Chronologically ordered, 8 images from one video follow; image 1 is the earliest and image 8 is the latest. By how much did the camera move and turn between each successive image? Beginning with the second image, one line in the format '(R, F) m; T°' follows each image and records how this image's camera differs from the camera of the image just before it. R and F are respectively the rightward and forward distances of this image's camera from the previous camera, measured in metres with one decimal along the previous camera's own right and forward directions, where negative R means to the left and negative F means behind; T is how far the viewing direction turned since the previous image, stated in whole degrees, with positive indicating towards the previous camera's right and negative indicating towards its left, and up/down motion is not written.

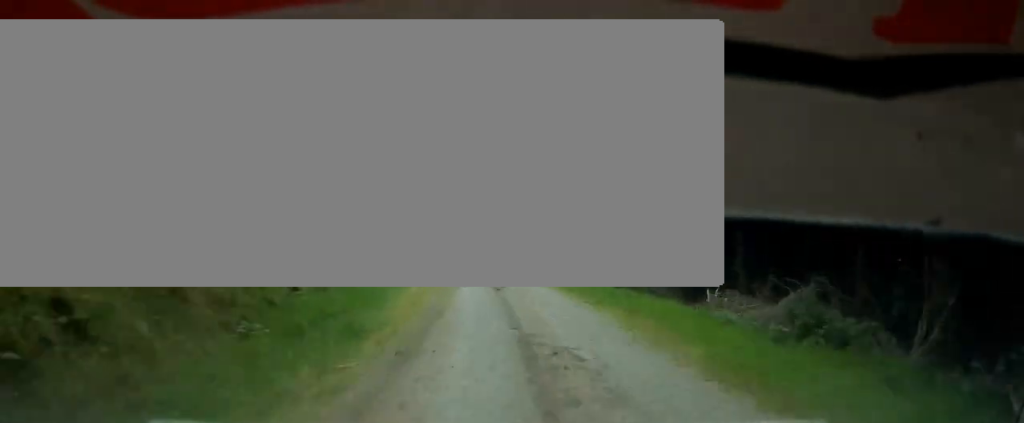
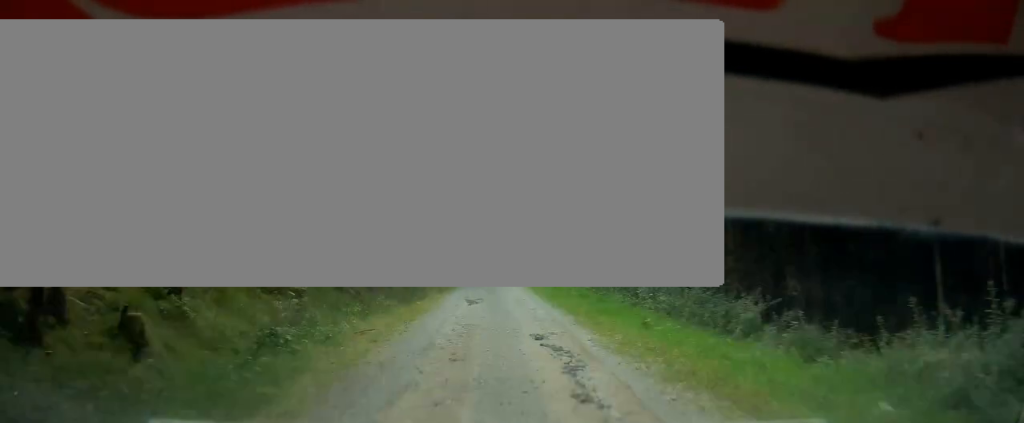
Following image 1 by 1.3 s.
(-0.5, +53.6) m; -2°
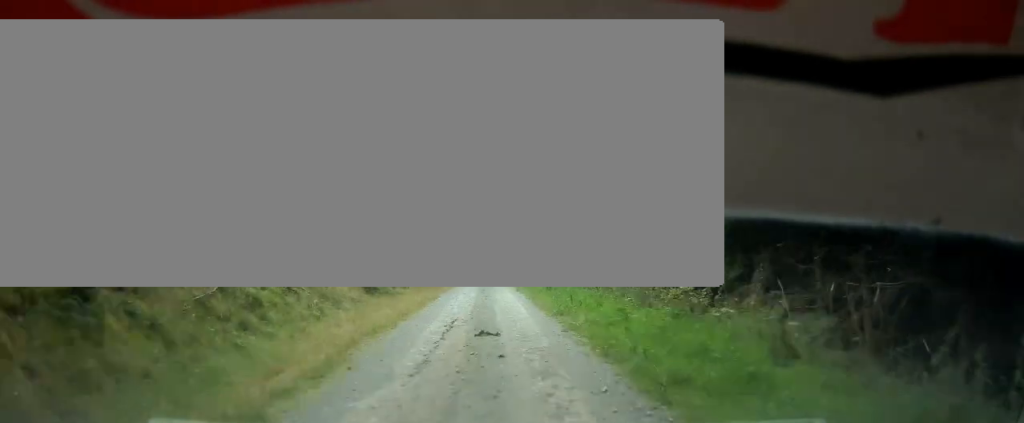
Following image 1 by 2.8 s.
(-1.9, +62.8) m; -5°
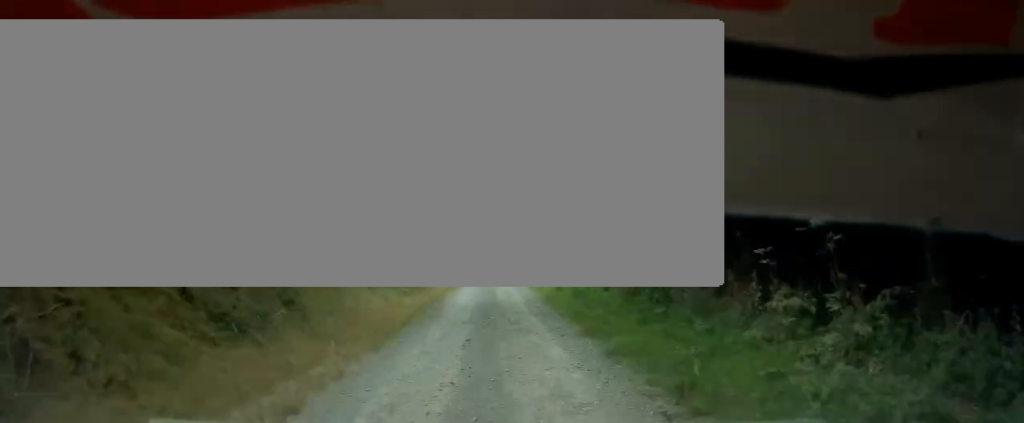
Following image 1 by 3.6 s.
(-0.8, +30.8) m; -2°
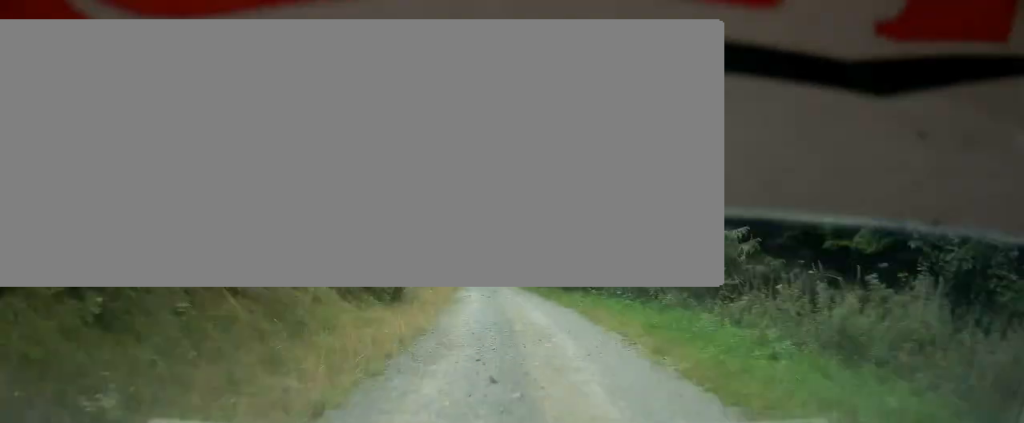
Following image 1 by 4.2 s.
(-0.3, +25.3) m; -1°
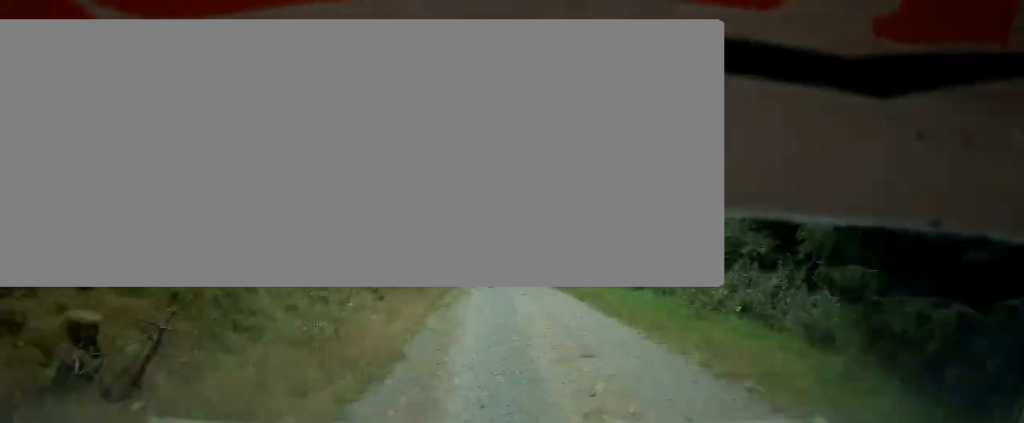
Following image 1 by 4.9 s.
(+0.3, +33.9) m; -2°
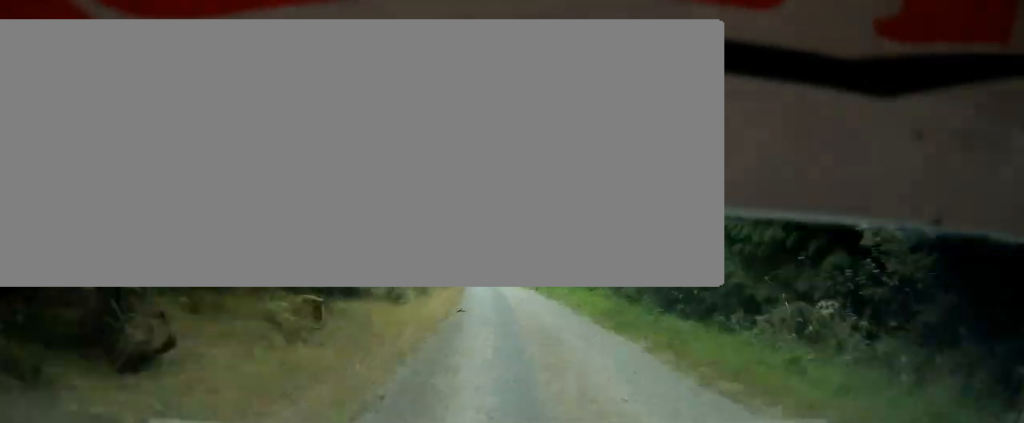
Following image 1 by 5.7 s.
(-1.1, +32.7) m; -3°
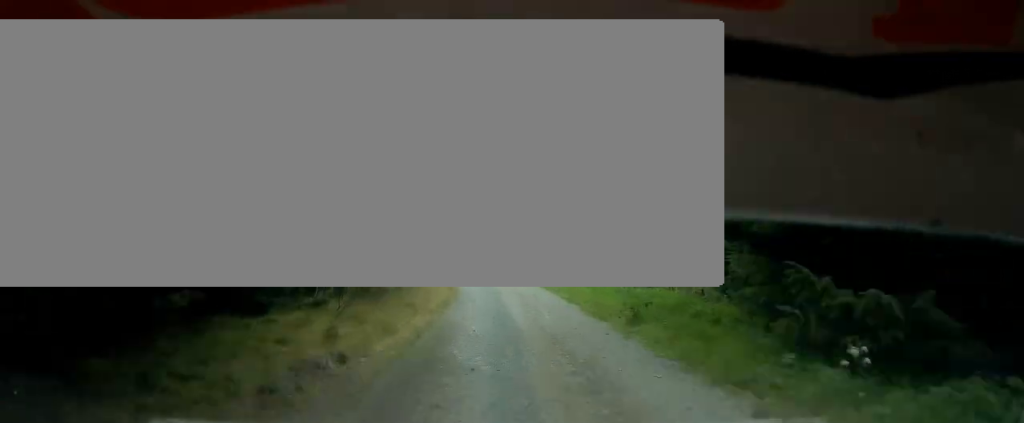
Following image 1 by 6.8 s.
(-1.5, +46.9) m; -3°
